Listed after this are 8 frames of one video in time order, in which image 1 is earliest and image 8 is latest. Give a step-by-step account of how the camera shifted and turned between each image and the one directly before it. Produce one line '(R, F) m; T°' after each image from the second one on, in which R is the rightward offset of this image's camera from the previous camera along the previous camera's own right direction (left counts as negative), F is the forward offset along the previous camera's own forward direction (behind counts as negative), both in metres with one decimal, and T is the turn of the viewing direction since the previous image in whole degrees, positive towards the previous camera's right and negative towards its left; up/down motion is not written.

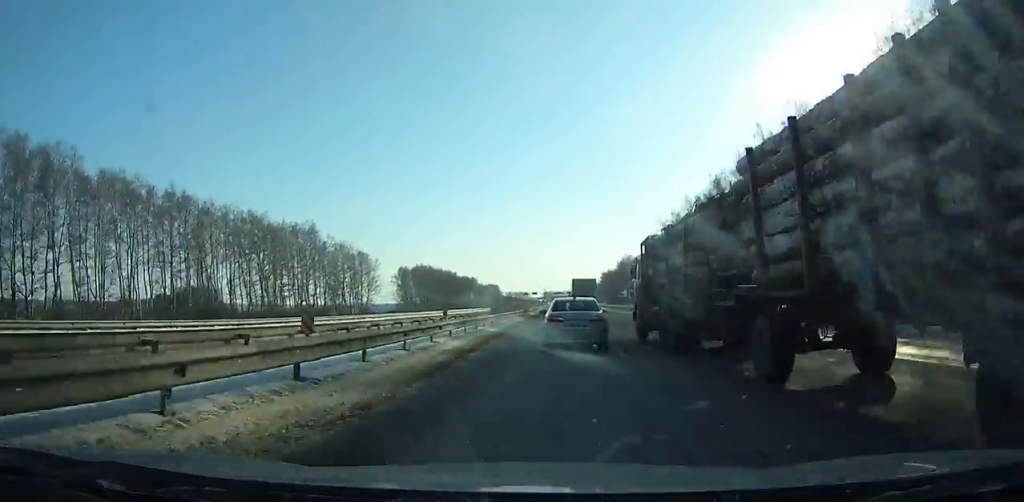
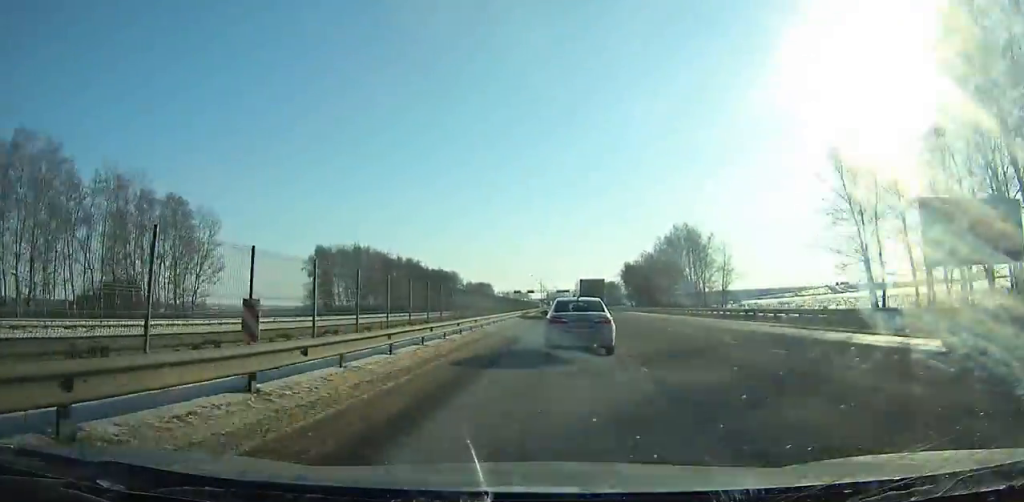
(-0.5, +96.8) m; 0°
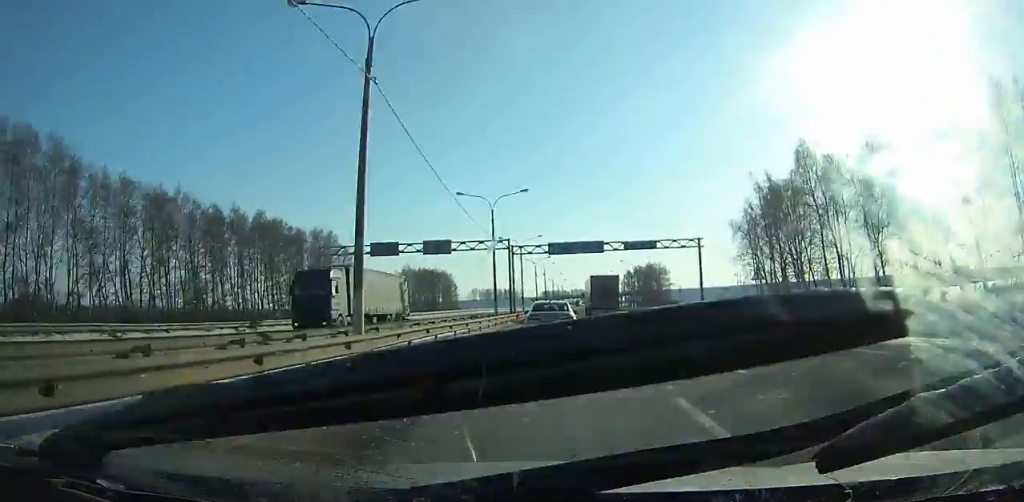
(-0.1, +187.6) m; 0°
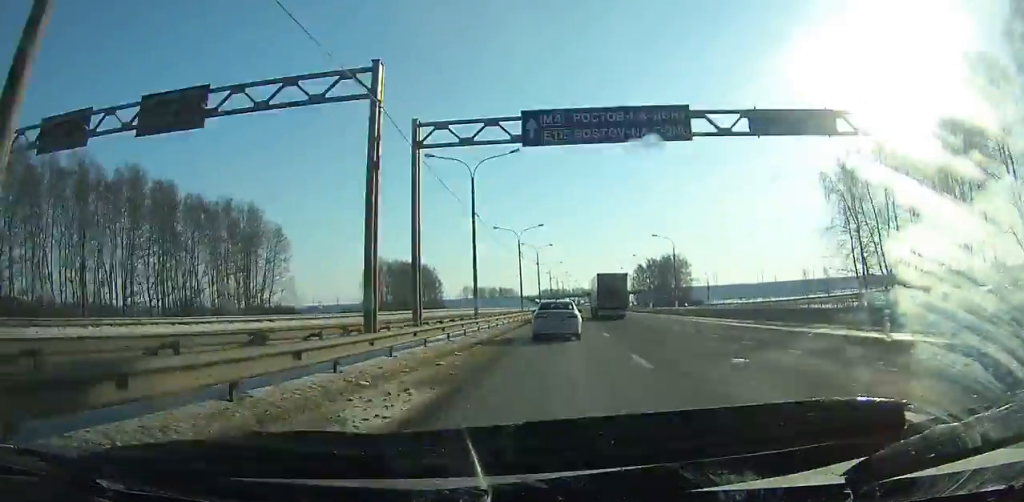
(+0.1, +40.8) m; 0°
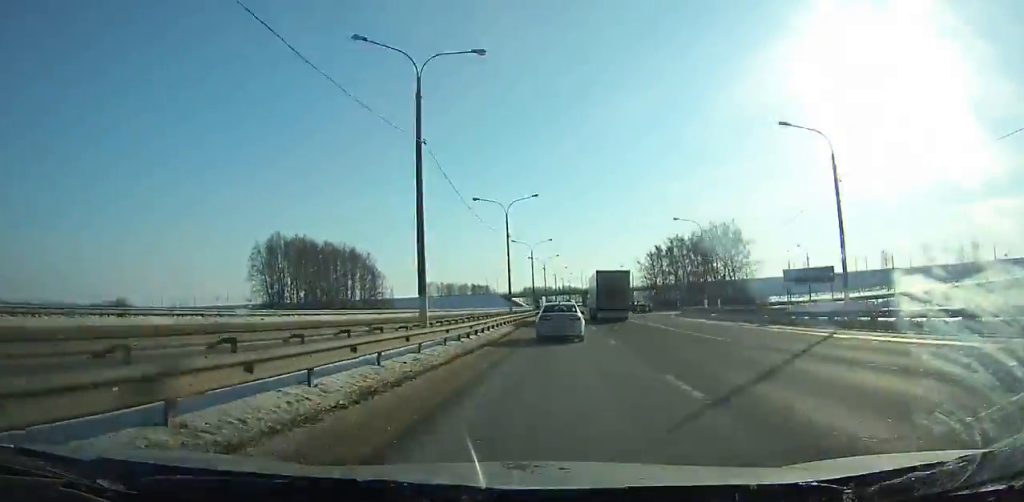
(+0.7, +76.5) m; +1°
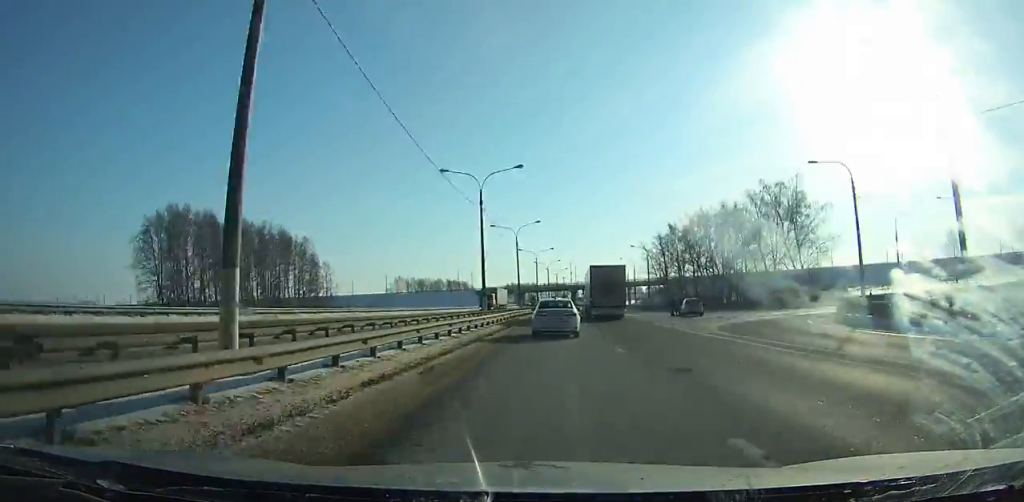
(0.0, +41.1) m; +1°
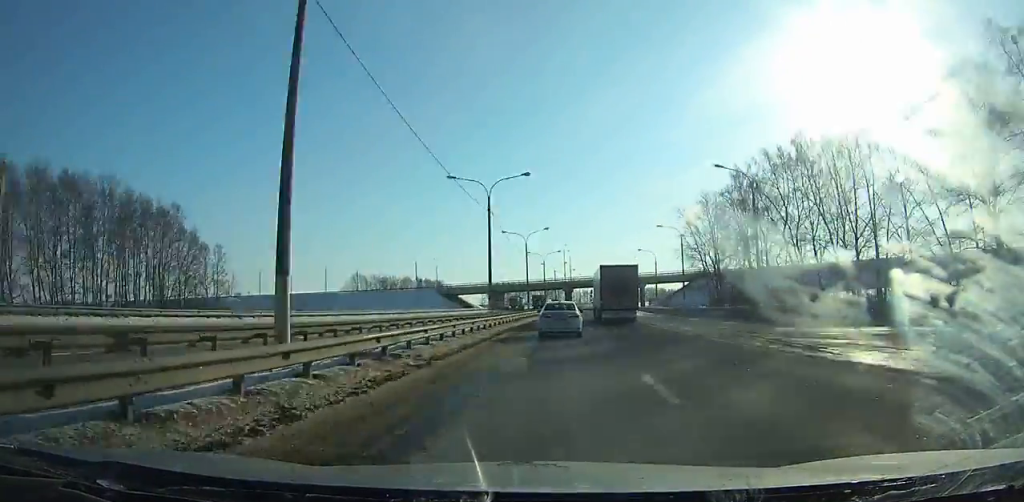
(+0.8, +55.0) m; +1°
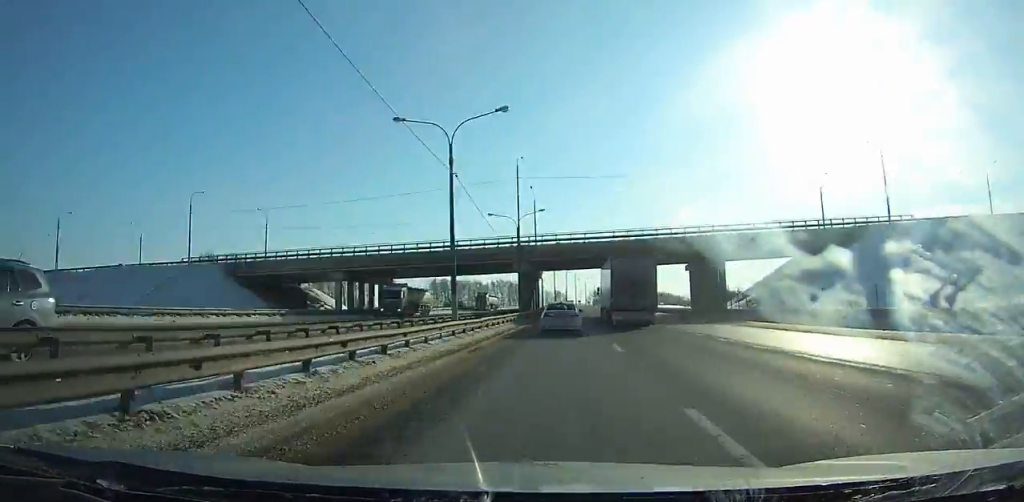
(+2.0, +99.9) m; +3°
